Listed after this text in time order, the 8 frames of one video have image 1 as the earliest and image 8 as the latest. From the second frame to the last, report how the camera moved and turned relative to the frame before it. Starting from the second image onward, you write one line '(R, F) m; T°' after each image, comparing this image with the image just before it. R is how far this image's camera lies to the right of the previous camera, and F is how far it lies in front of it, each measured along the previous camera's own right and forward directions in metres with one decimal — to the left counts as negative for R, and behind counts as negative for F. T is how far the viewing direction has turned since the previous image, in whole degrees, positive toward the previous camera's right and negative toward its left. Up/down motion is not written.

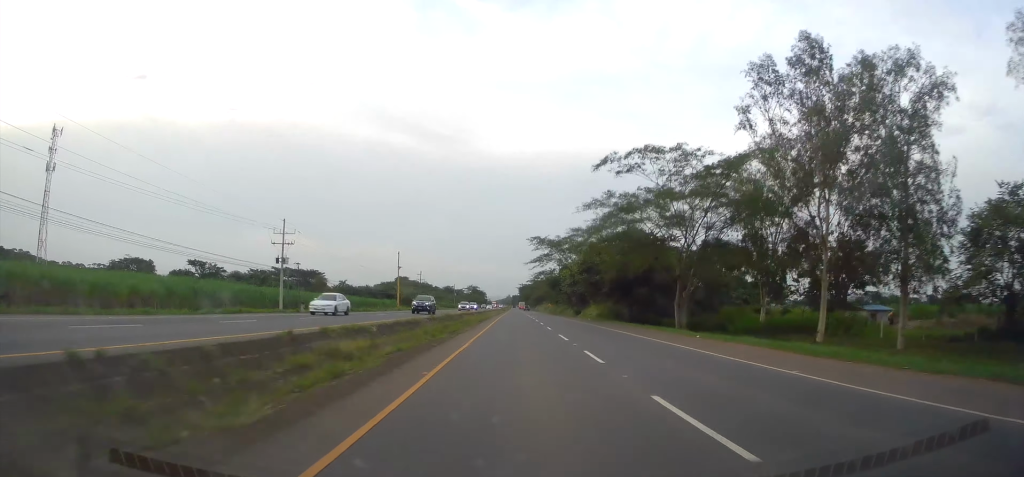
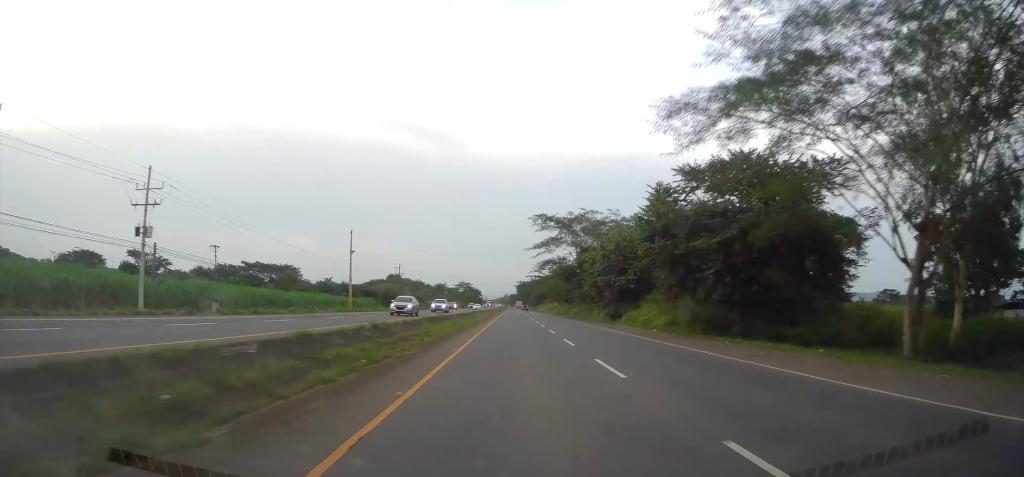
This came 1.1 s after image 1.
(-0.1, +28.8) m; 0°
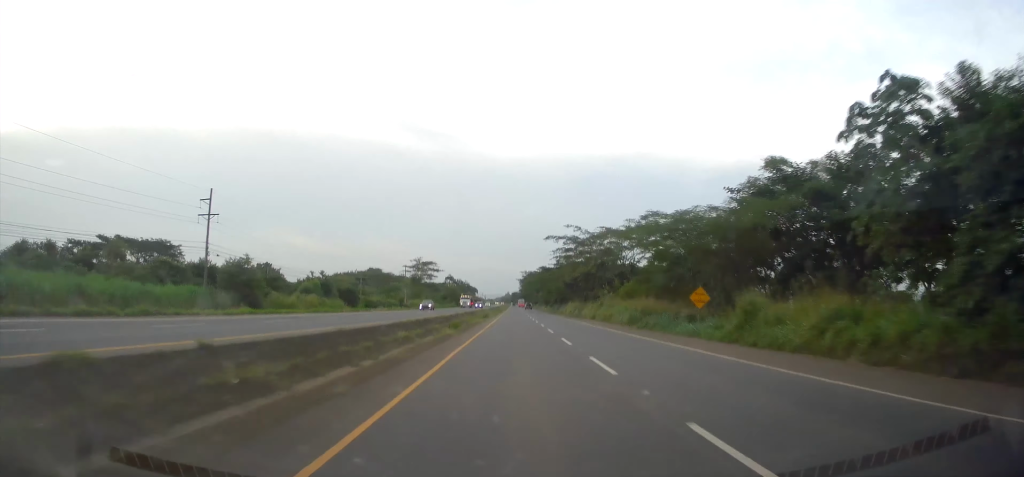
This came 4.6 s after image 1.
(+0.3, +92.7) m; +1°
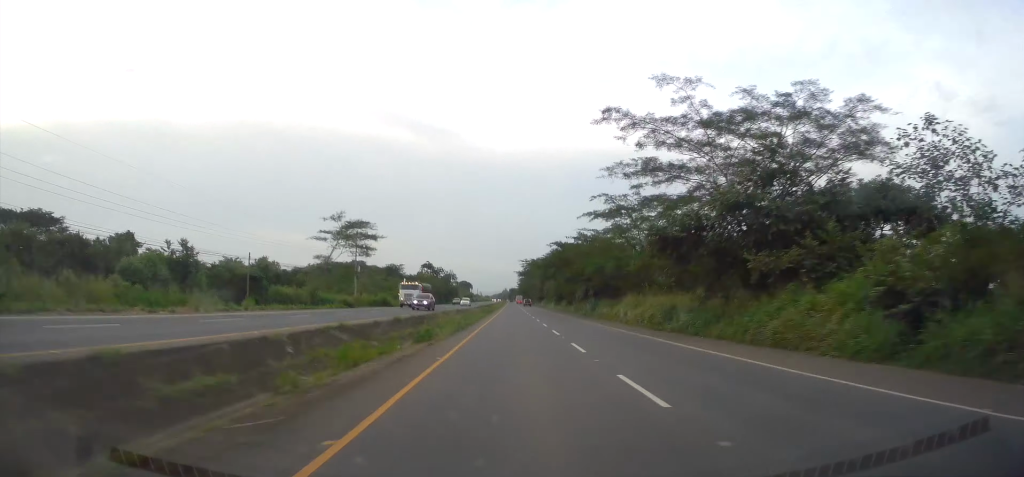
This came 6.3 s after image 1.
(-0.1, +46.7) m; 0°
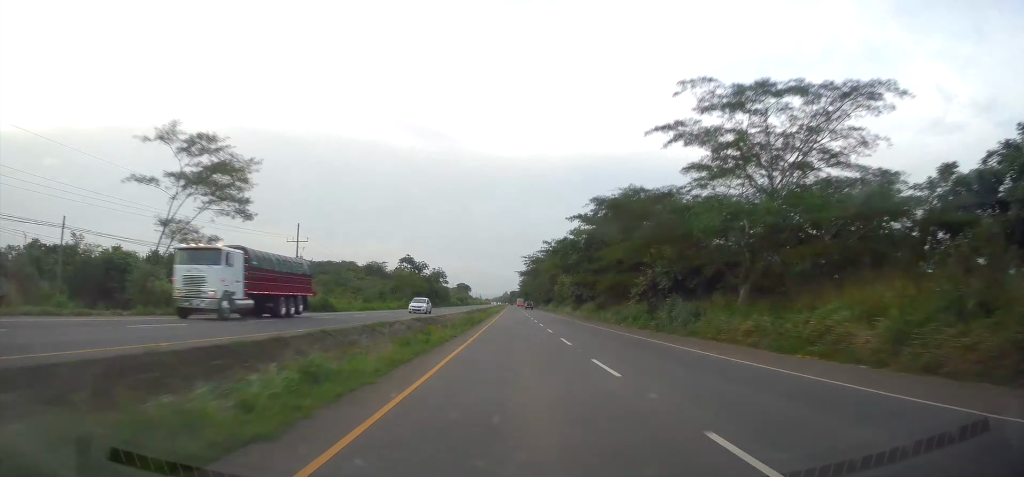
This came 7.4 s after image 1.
(0.0, +29.1) m; 0°
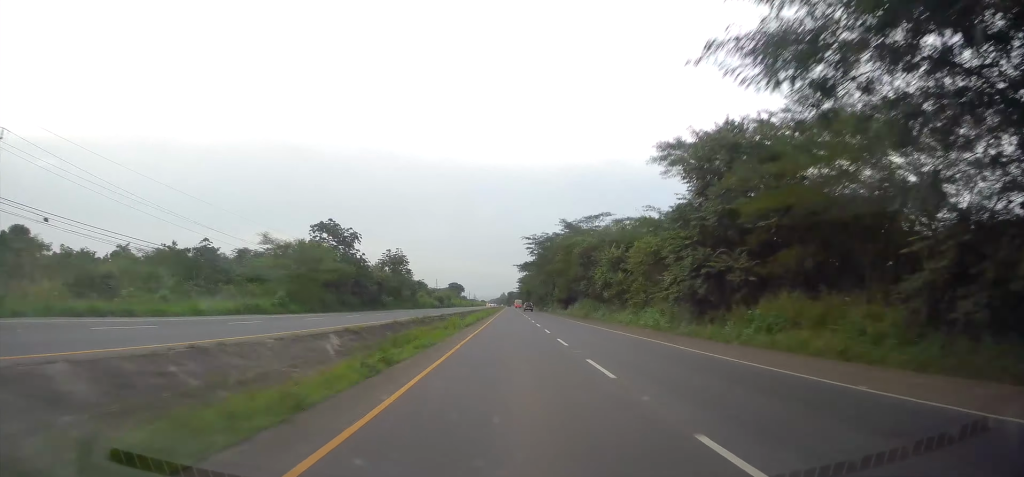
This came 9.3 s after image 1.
(0.0, +51.6) m; 0°
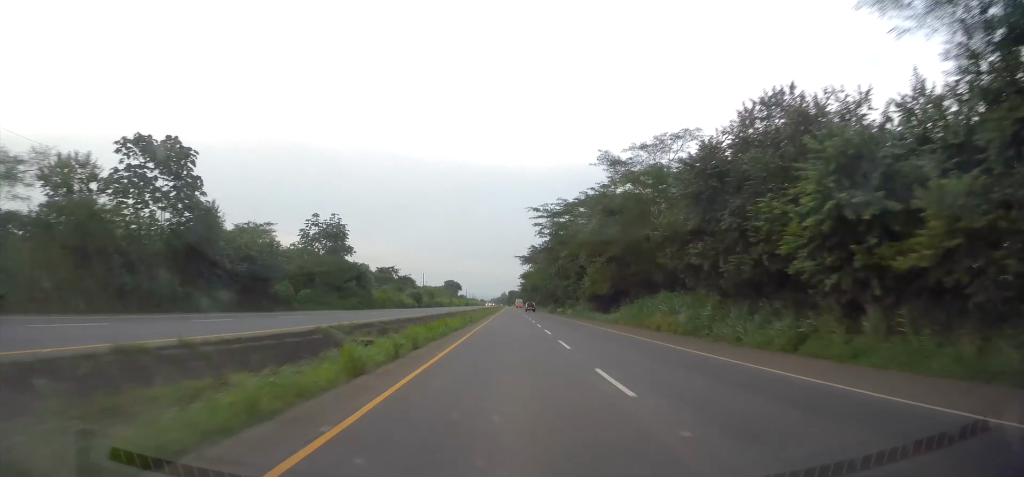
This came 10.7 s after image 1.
(0.0, +36.0) m; 0°
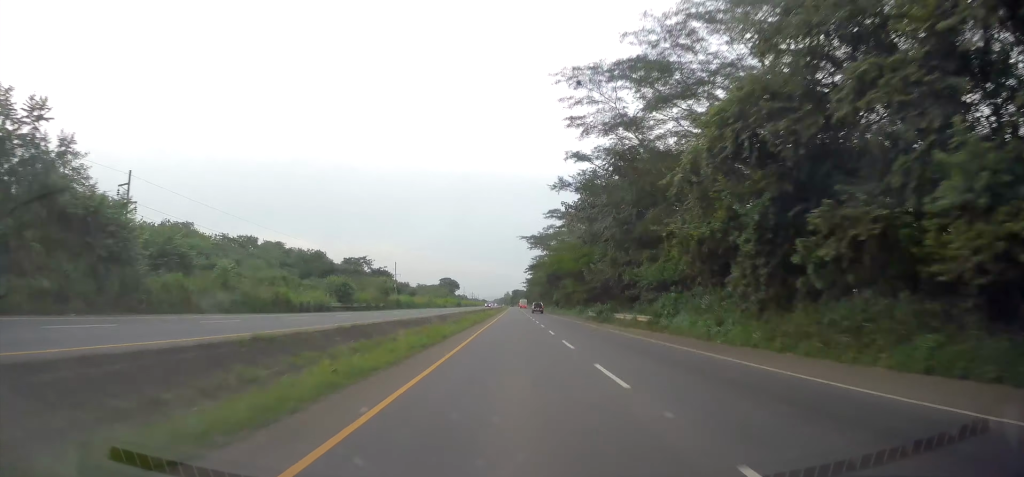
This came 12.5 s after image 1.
(+0.2, +49.3) m; 0°
